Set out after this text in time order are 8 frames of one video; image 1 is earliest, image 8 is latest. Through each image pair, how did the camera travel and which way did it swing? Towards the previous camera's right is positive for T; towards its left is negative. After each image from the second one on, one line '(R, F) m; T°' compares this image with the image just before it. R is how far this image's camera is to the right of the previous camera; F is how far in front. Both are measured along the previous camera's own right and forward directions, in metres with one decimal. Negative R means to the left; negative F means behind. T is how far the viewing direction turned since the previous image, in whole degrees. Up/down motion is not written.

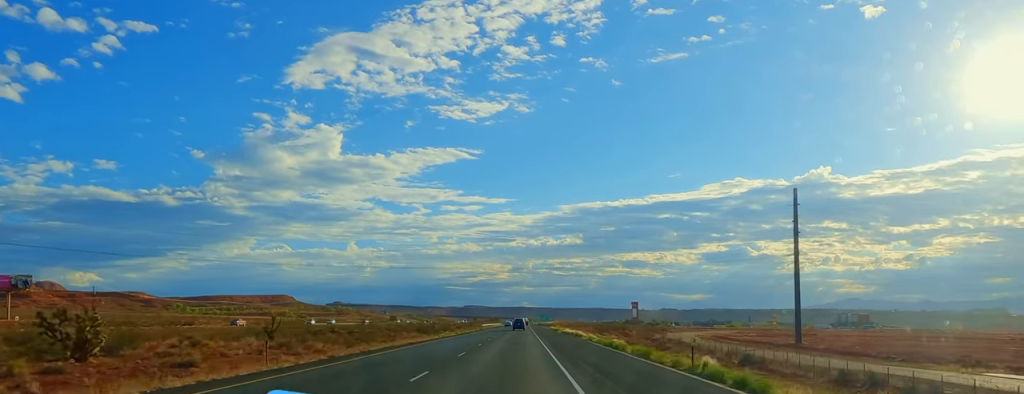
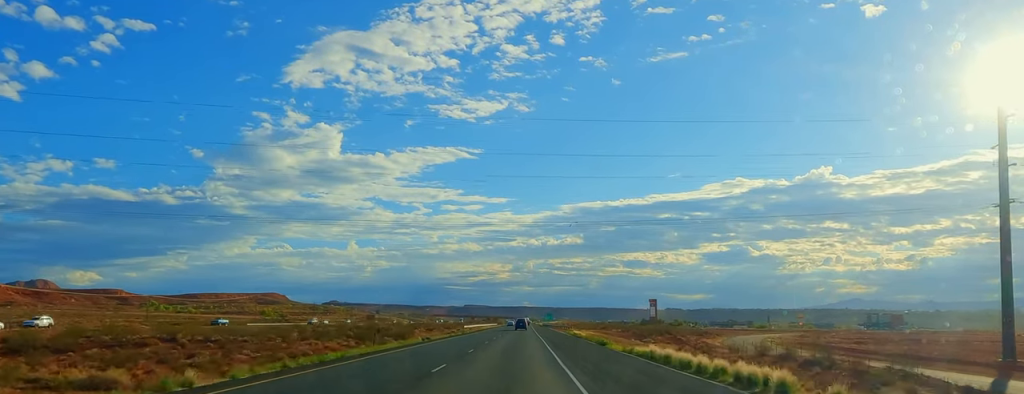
(0.0, +71.0) m; 0°
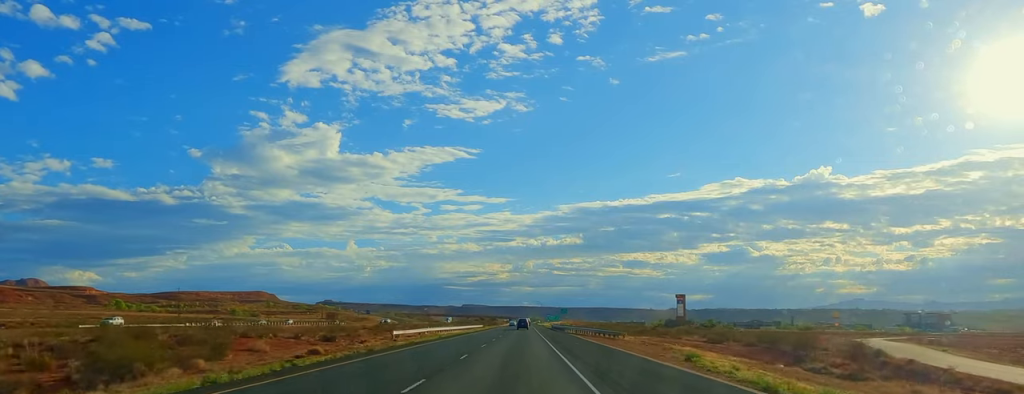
(-0.7, +80.7) m; 0°
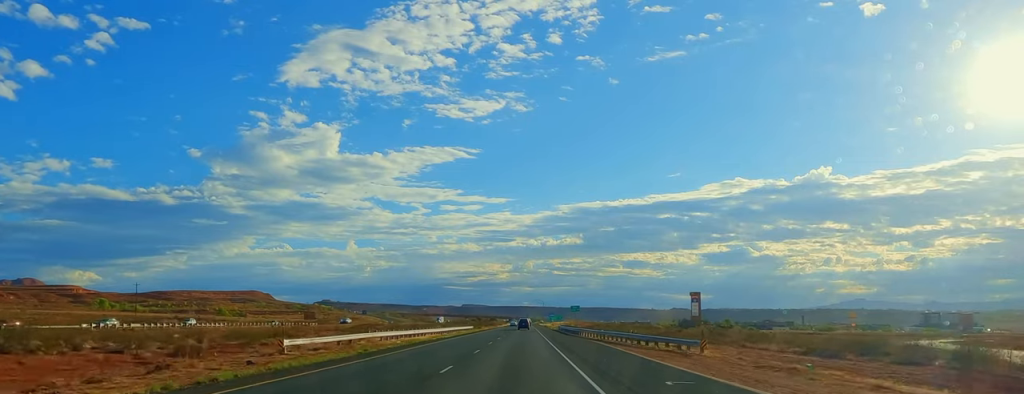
(+0.1, +31.6) m; 0°
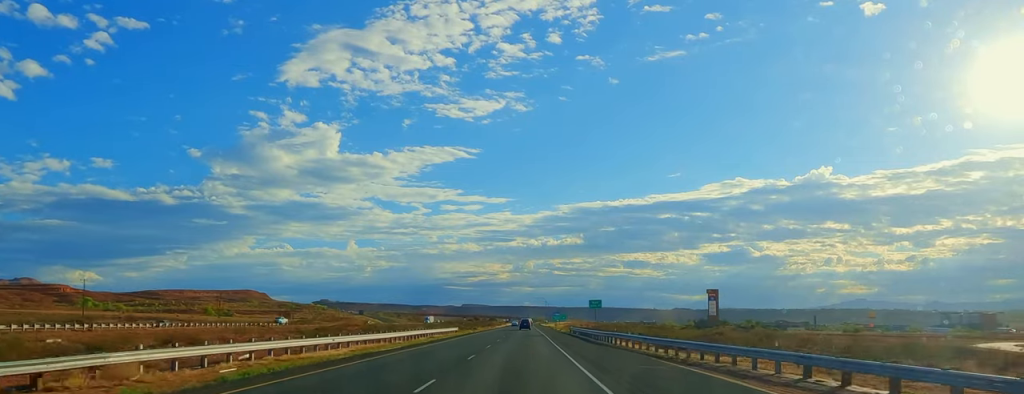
(+0.4, +30.6) m; 0°
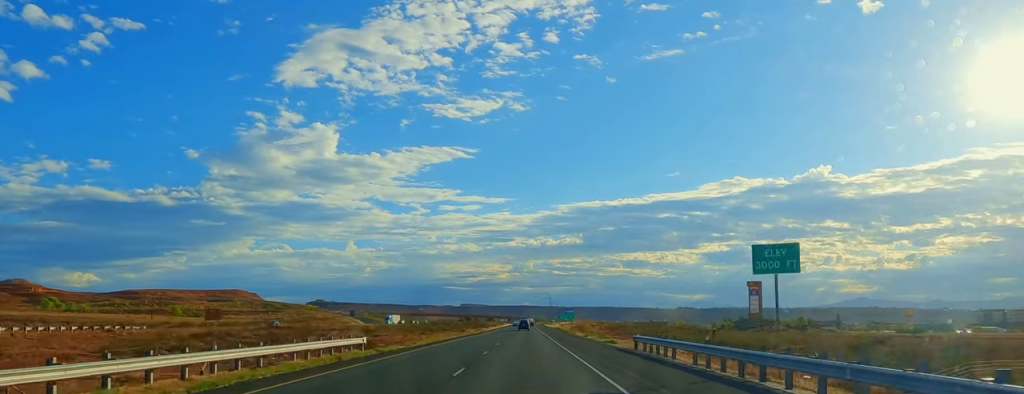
(-0.3, +57.3) m; 0°
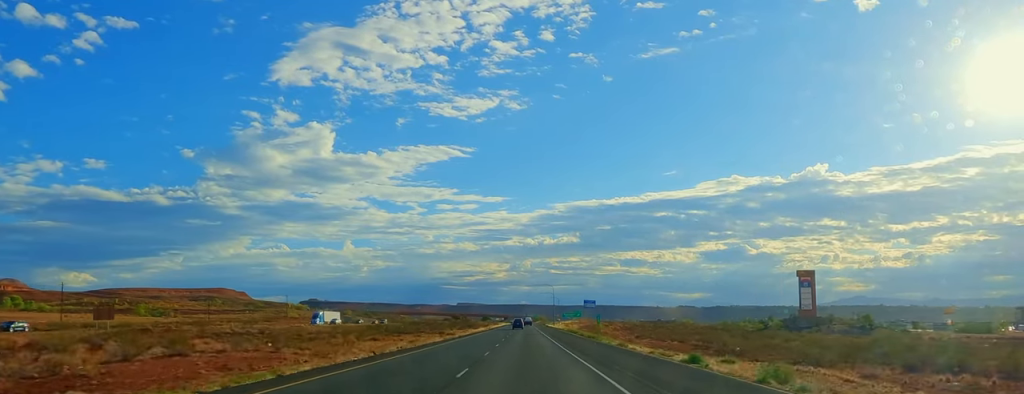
(-0.1, +48.8) m; 0°
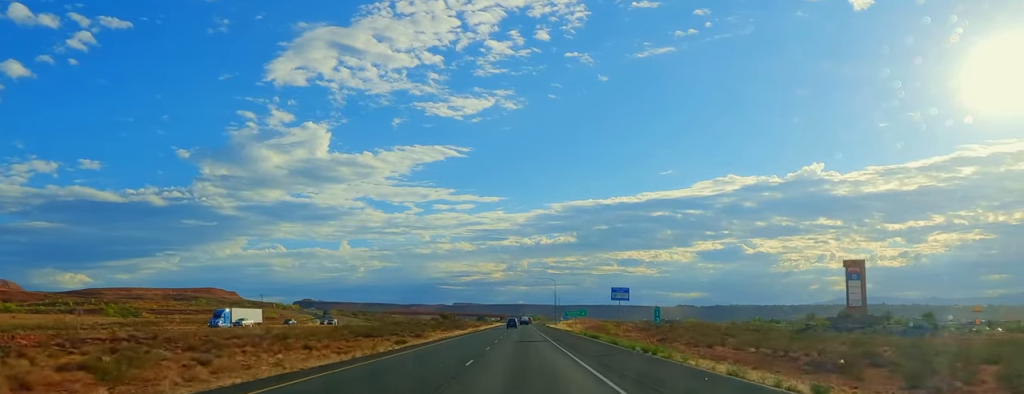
(+0.4, +32.2) m; 0°
